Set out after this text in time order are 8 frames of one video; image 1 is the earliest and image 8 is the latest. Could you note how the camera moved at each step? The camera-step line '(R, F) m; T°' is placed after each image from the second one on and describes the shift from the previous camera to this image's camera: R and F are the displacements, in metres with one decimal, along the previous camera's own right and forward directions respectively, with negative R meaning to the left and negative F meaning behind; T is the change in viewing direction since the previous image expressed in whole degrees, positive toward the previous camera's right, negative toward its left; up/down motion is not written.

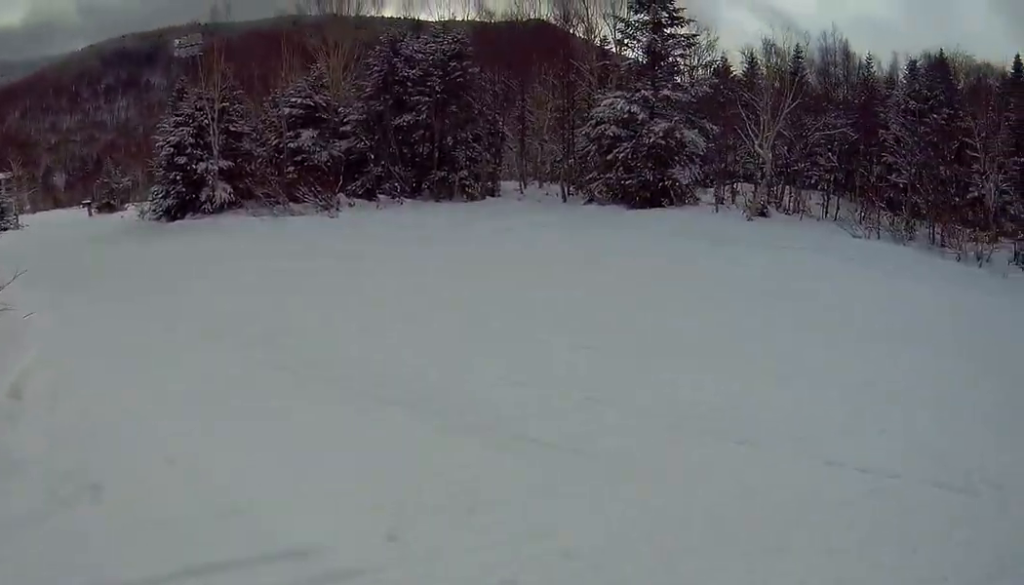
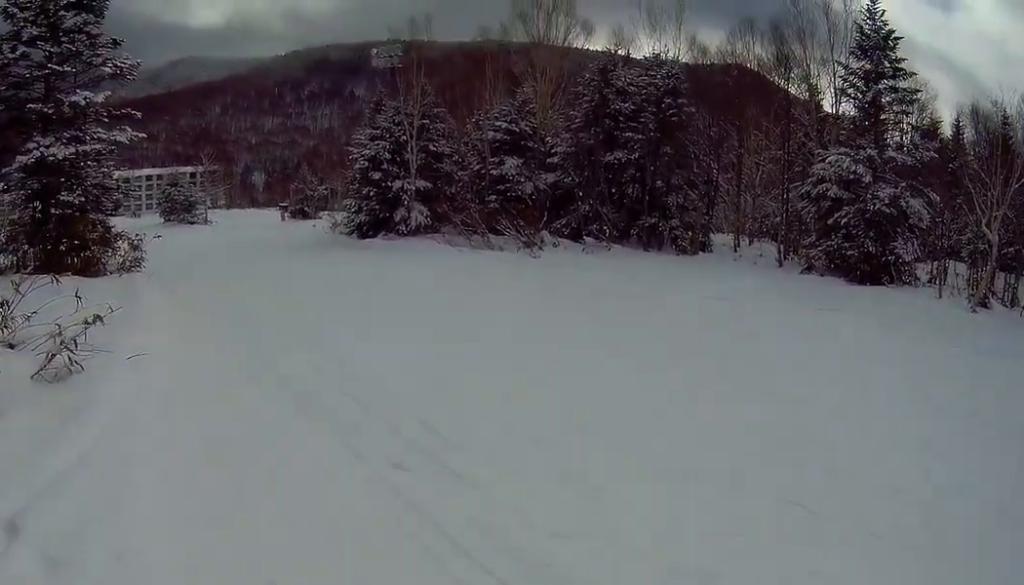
(+2.1, +11.1) m; -4°
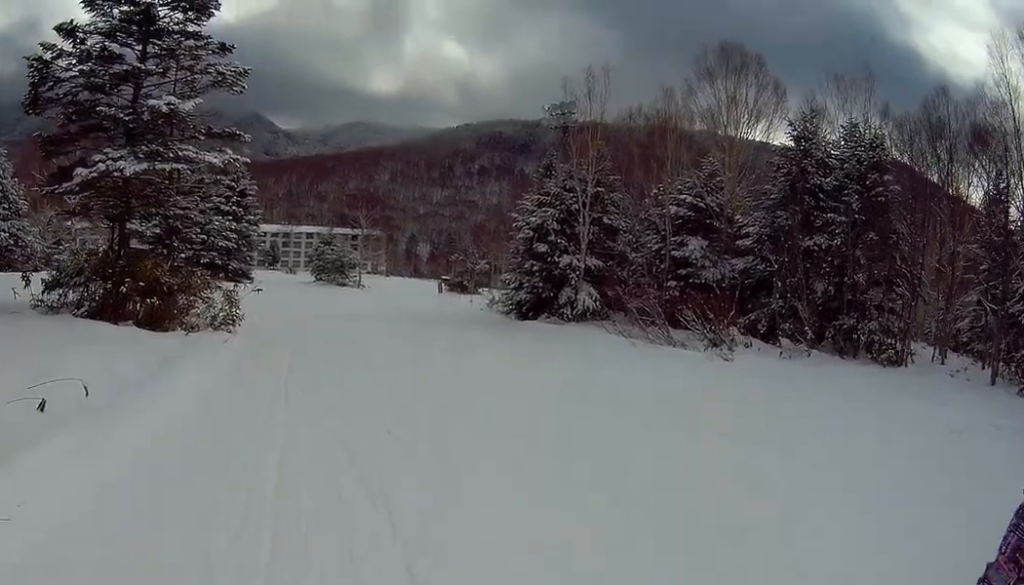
(-6.0, +13.7) m; -35°
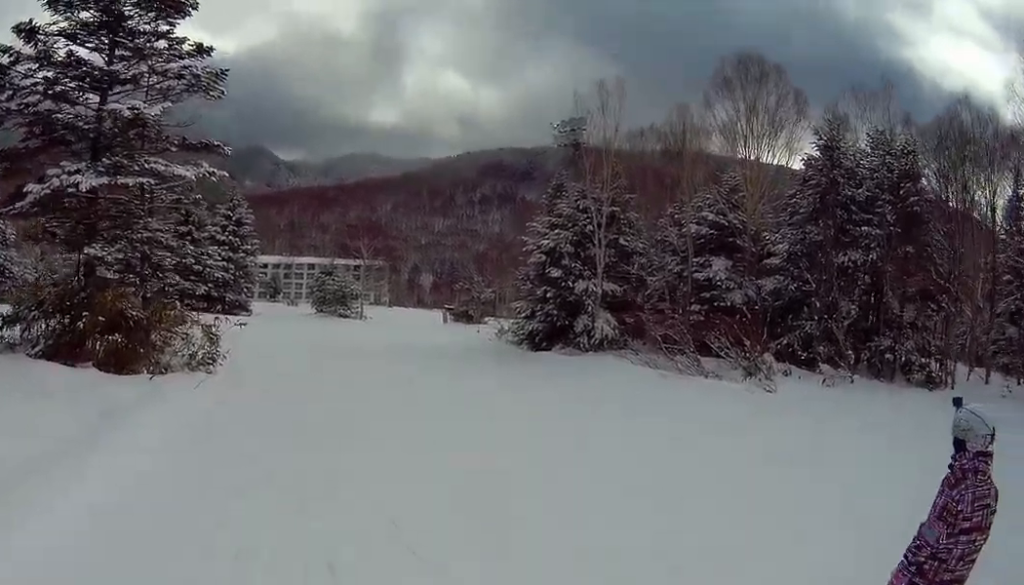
(-0.4, +5.0) m; -6°
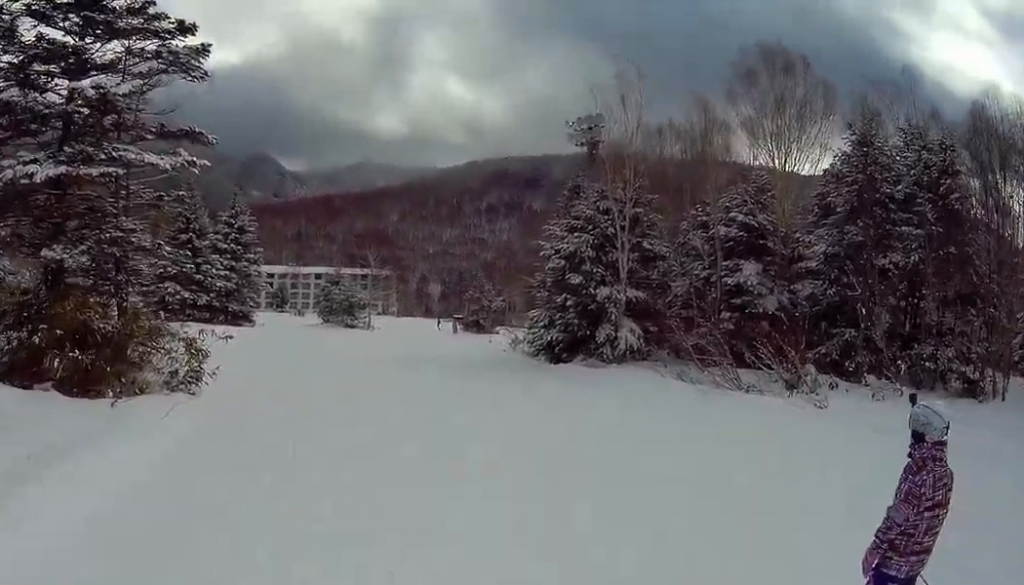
(-0.1, +3.3) m; 0°
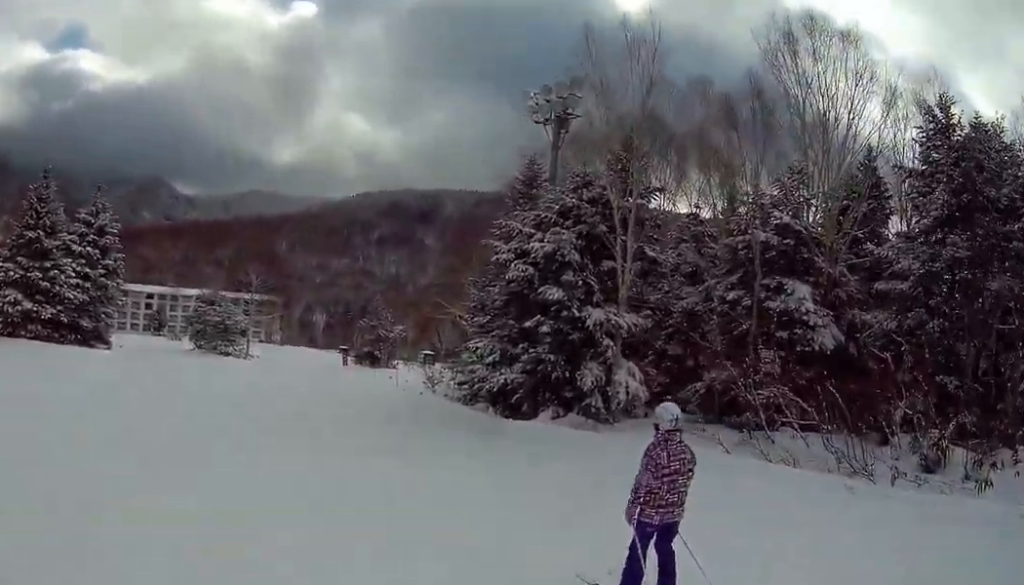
(+1.4, +10.8) m; +20°
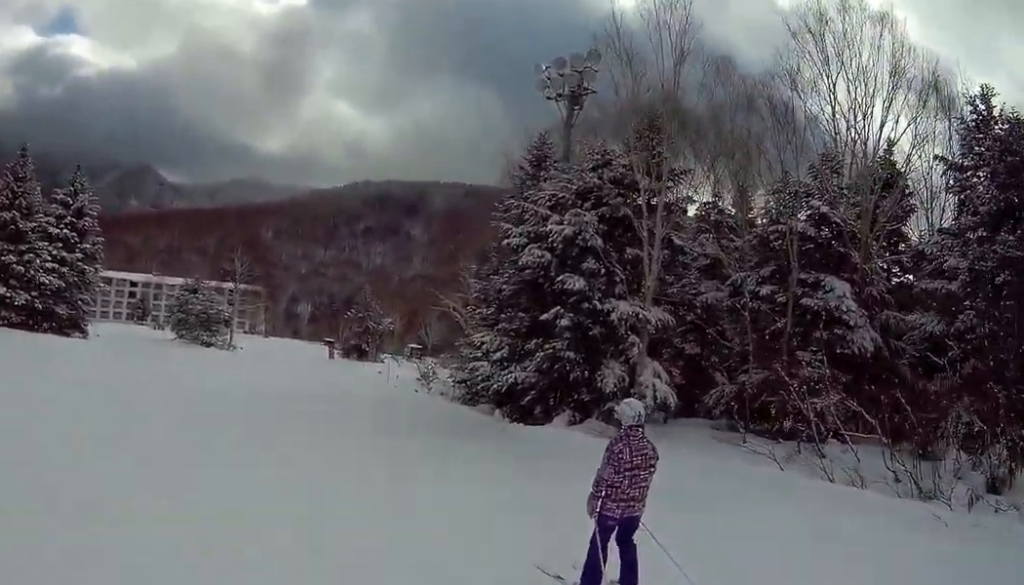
(+0.3, +1.8) m; +3°
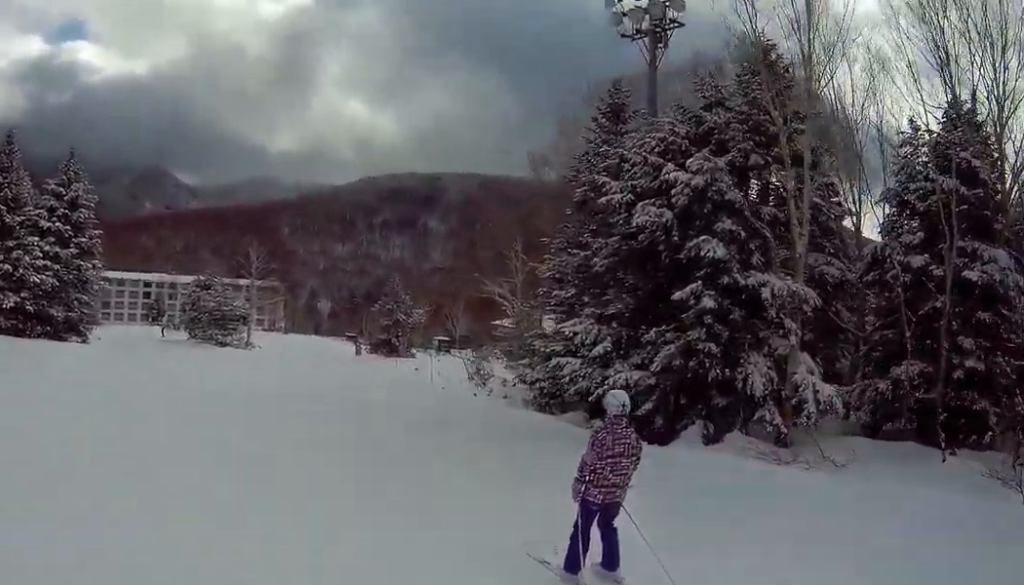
(-0.4, +3.3) m; +8°
